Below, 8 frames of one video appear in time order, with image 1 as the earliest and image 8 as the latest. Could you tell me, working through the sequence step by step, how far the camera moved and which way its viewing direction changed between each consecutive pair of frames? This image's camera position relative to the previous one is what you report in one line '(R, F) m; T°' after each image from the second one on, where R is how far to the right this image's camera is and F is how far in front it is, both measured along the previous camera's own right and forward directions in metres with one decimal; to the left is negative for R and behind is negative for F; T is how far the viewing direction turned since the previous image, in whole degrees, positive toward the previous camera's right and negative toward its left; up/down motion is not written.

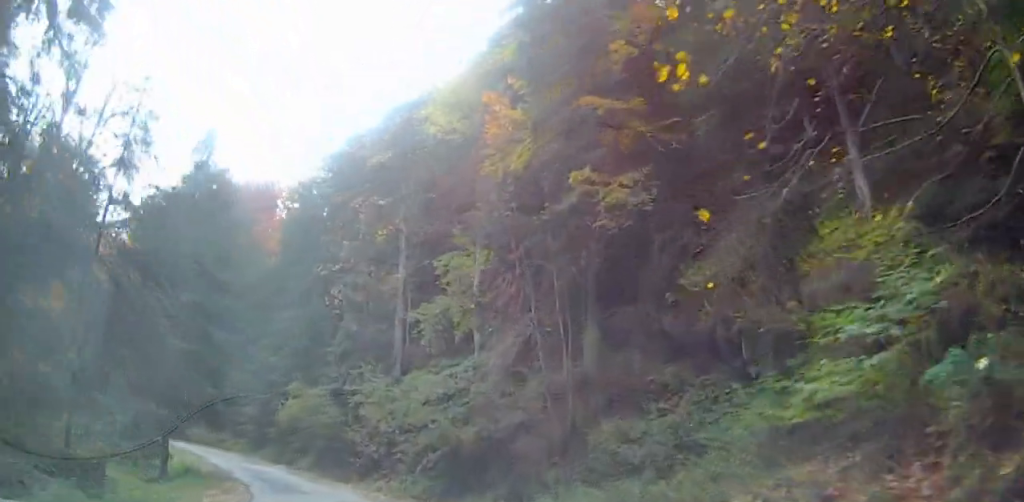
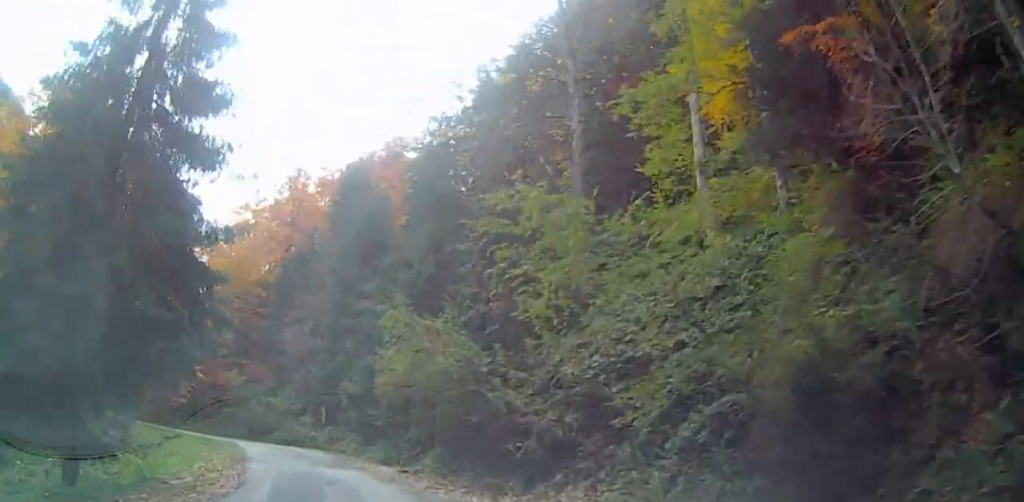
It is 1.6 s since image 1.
(0.0, +17.5) m; 0°
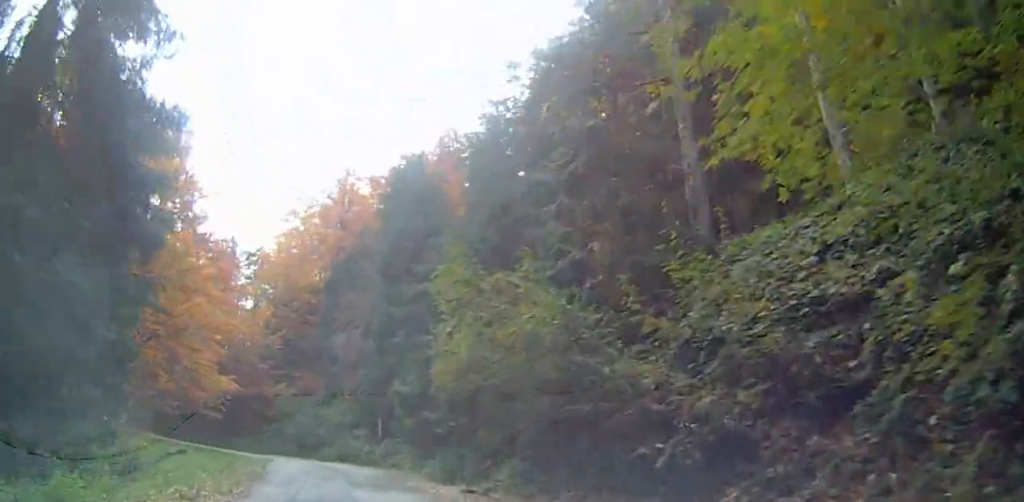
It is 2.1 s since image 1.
(0.0, +5.8) m; 0°
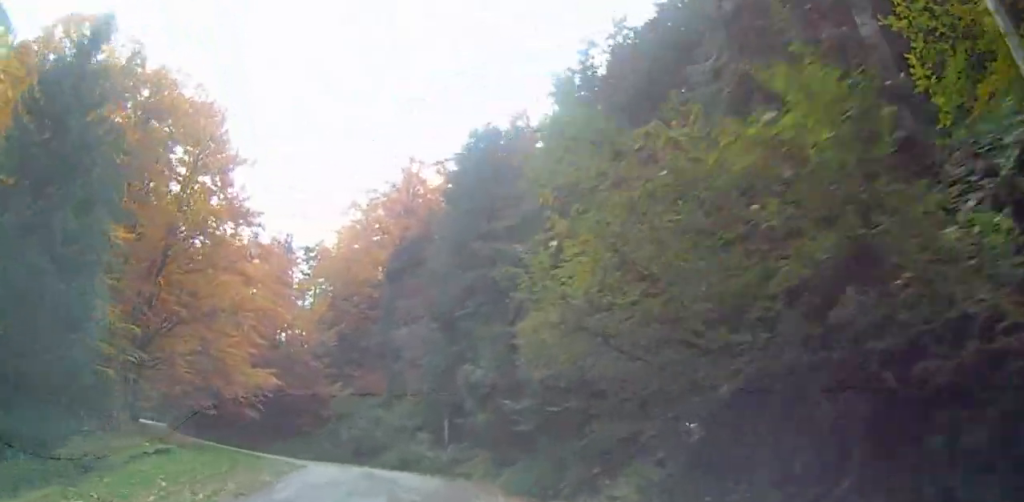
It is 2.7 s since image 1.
(0.0, +6.2) m; 0°
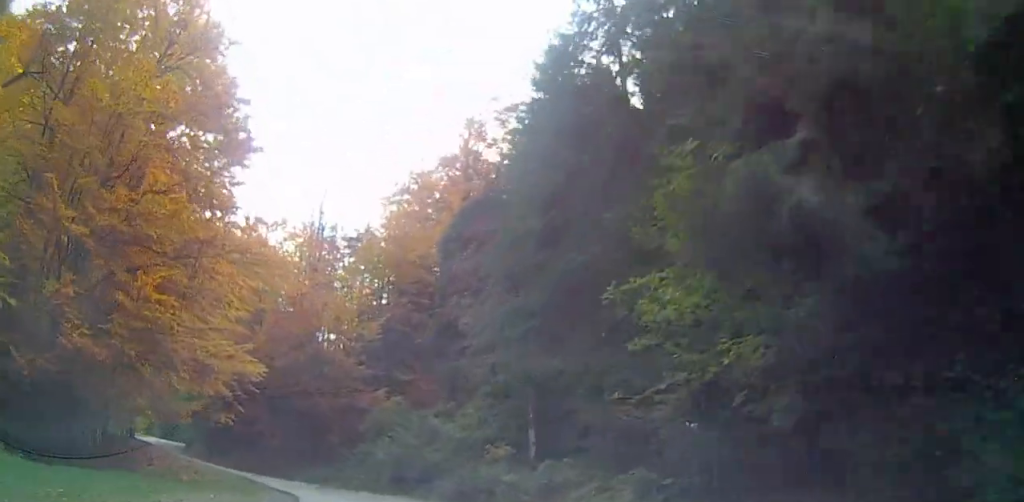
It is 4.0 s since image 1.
(0.0, +14.6) m; 0°
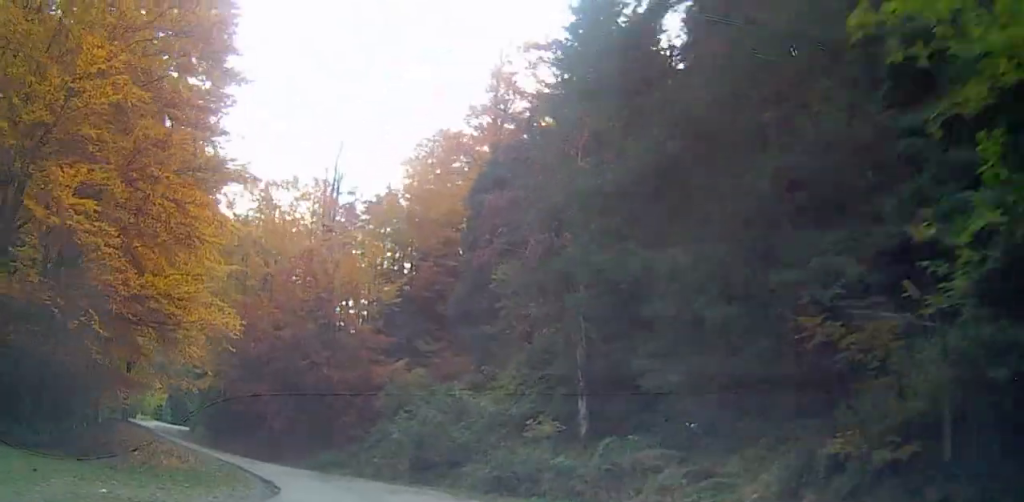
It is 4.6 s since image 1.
(0.0, +5.9) m; 0°
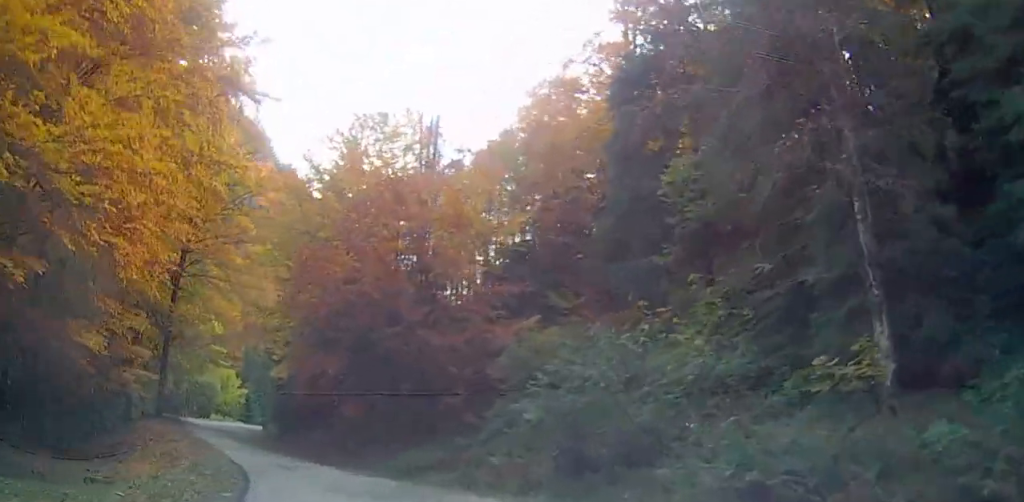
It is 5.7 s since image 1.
(0.0, +12.5) m; 0°
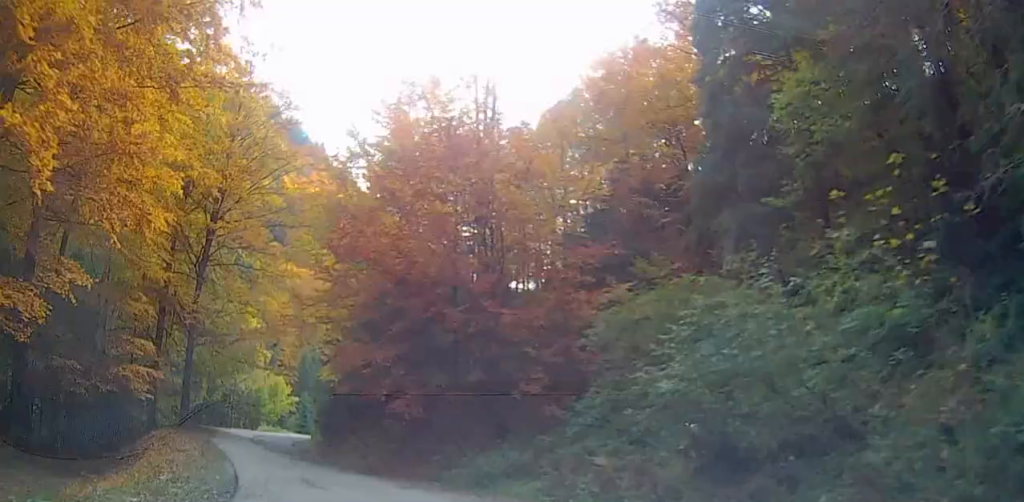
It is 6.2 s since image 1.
(0.0, +5.5) m; 0°
